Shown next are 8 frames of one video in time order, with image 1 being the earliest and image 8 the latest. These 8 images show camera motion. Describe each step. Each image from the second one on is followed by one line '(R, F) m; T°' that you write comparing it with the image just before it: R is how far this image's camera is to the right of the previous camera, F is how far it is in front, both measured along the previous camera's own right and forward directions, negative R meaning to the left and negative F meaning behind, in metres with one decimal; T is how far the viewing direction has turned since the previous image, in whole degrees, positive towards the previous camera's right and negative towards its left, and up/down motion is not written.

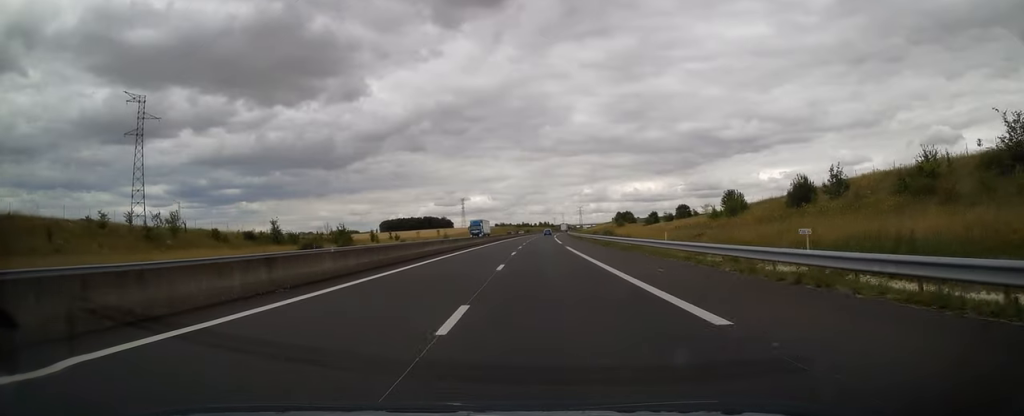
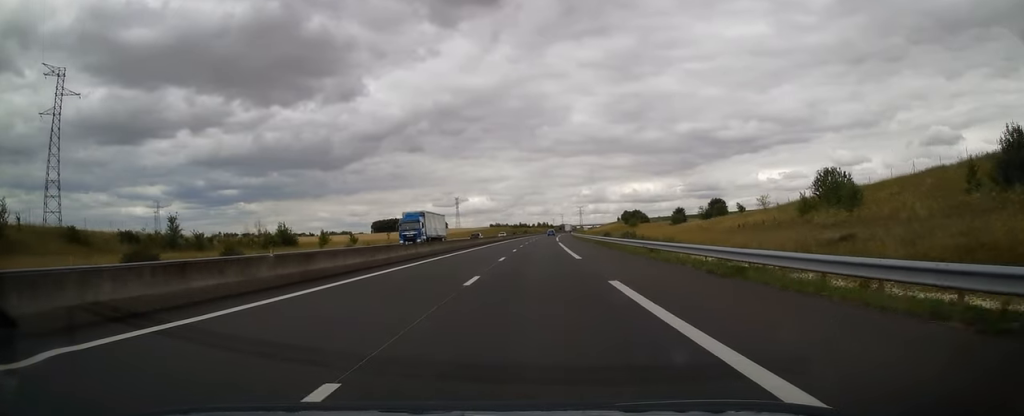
(+0.2, +31.5) m; 0°
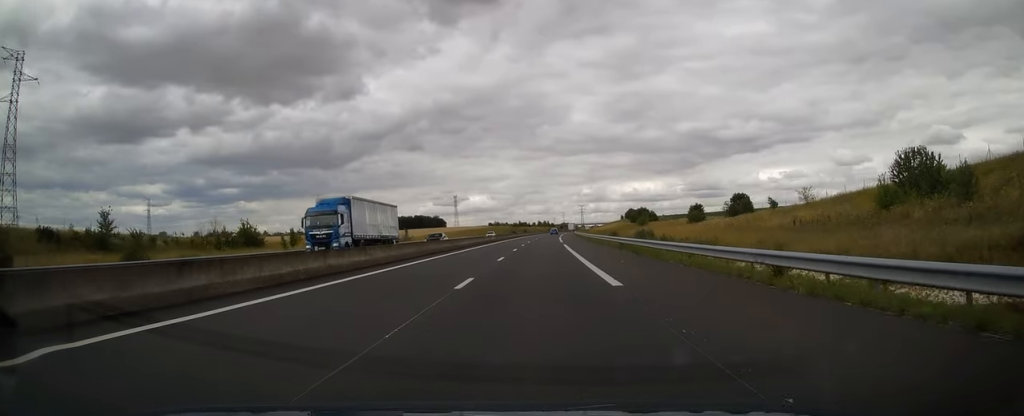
(-0.2, +14.2) m; 0°
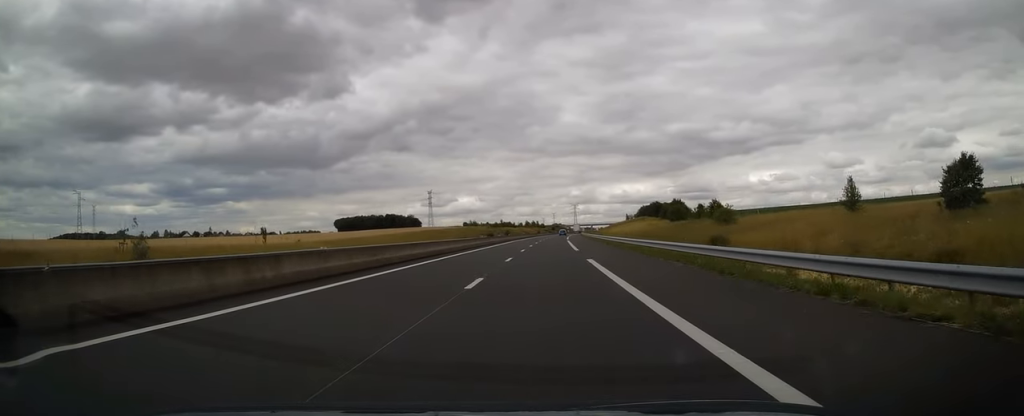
(+1.0, +77.5) m; +1°
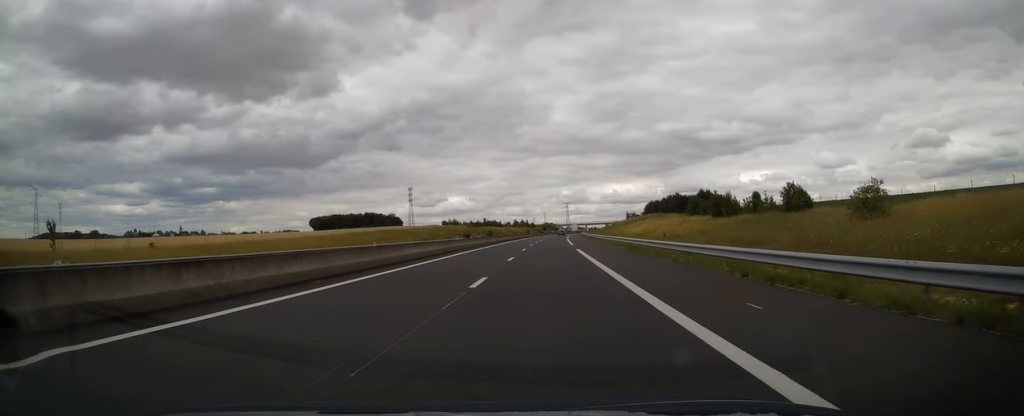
(+0.4, +38.7) m; +1°
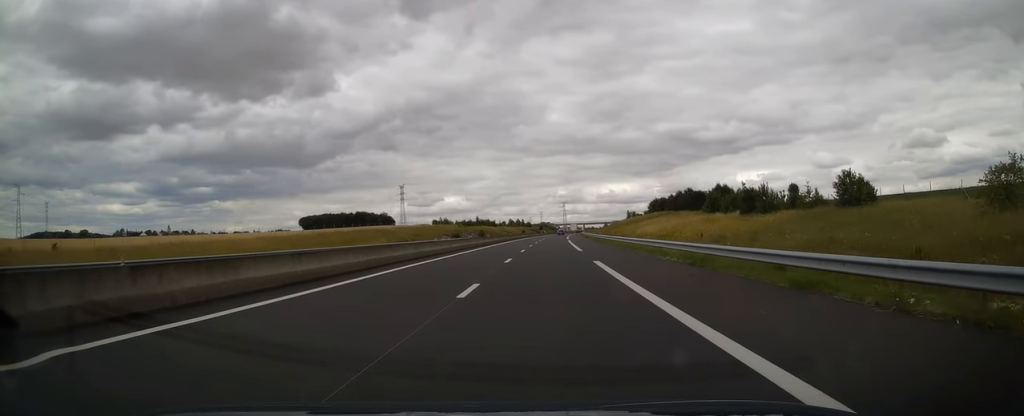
(0.0, +15.2) m; 0°
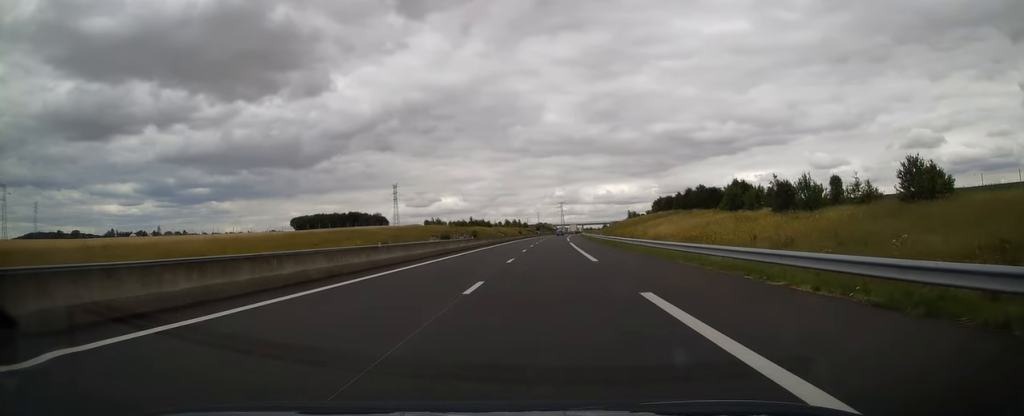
(-0.2, +12.2) m; 0°
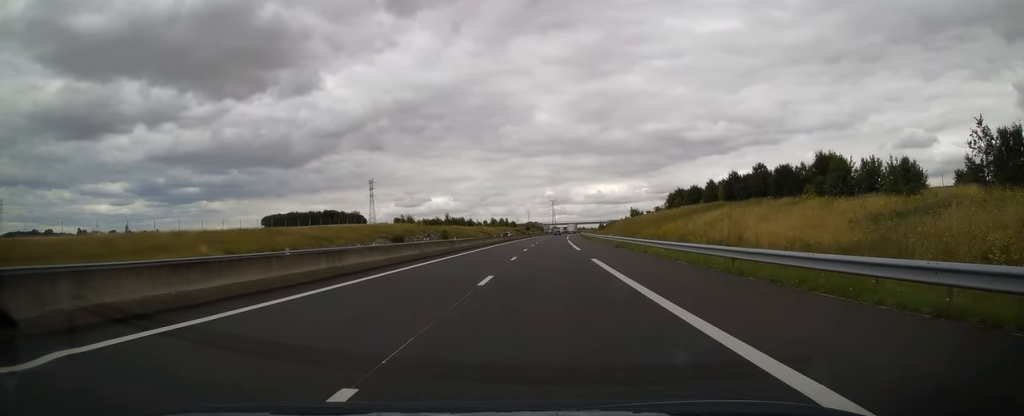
(+0.6, +36.7) m; +1°
